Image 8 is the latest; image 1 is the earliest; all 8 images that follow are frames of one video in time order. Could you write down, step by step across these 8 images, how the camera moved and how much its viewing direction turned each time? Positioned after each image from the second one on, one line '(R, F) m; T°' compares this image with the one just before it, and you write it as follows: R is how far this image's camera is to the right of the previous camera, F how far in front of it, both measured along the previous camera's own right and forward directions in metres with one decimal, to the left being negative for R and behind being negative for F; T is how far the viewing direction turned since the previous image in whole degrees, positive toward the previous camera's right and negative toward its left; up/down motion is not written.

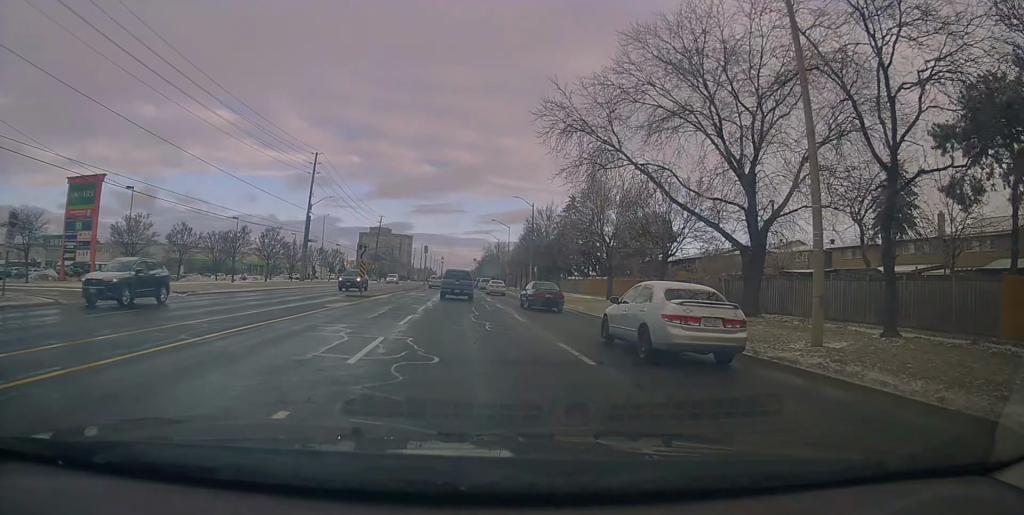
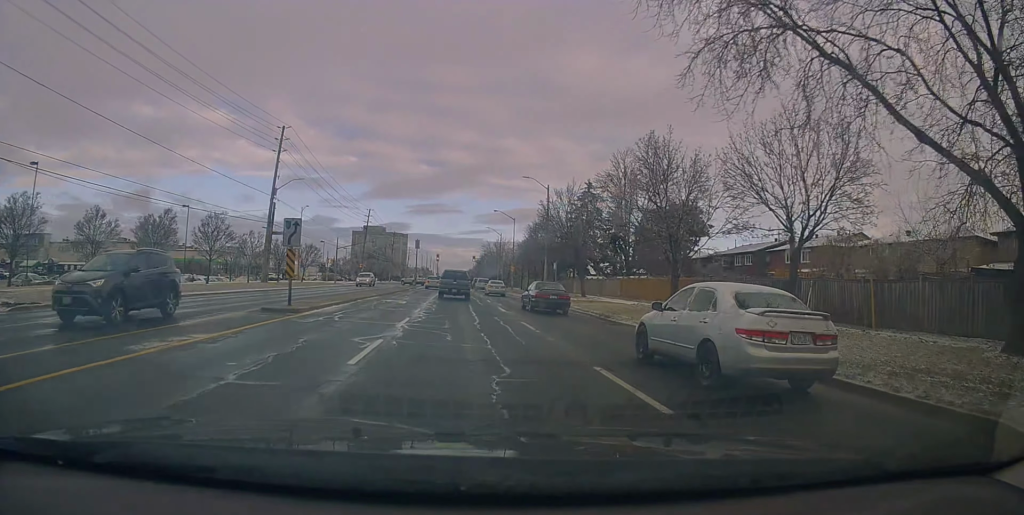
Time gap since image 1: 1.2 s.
(+0.2, +12.3) m; 0°
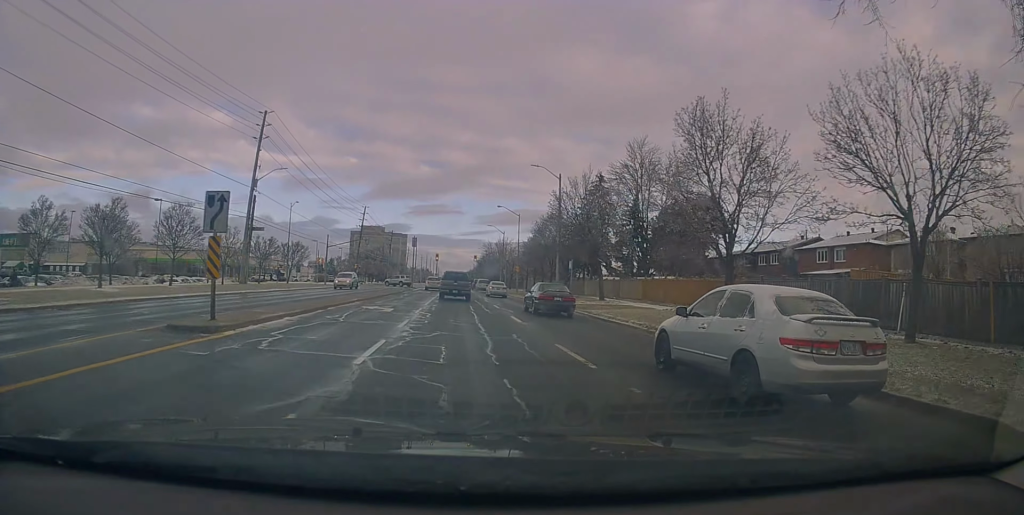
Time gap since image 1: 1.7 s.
(0.0, +5.8) m; 0°
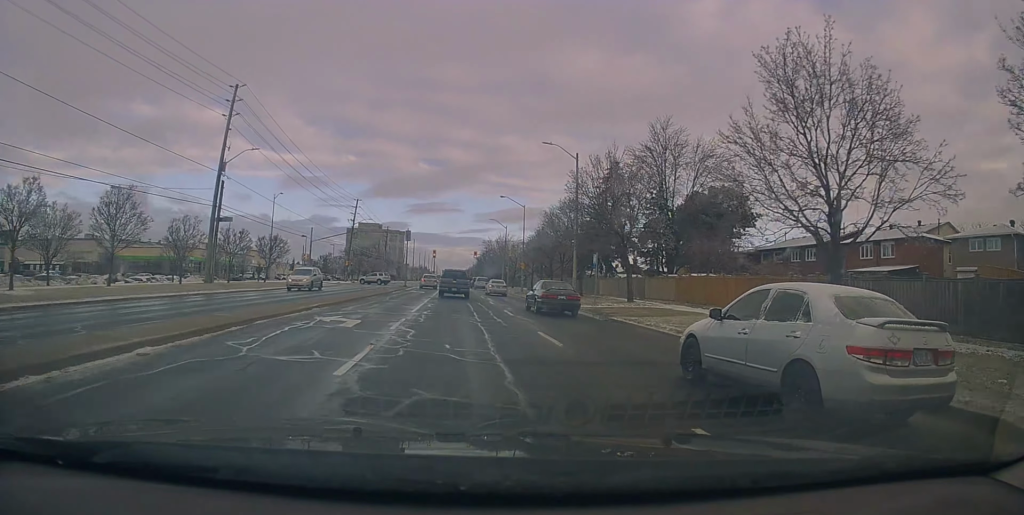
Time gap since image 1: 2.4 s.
(-0.1, +7.1) m; +1°
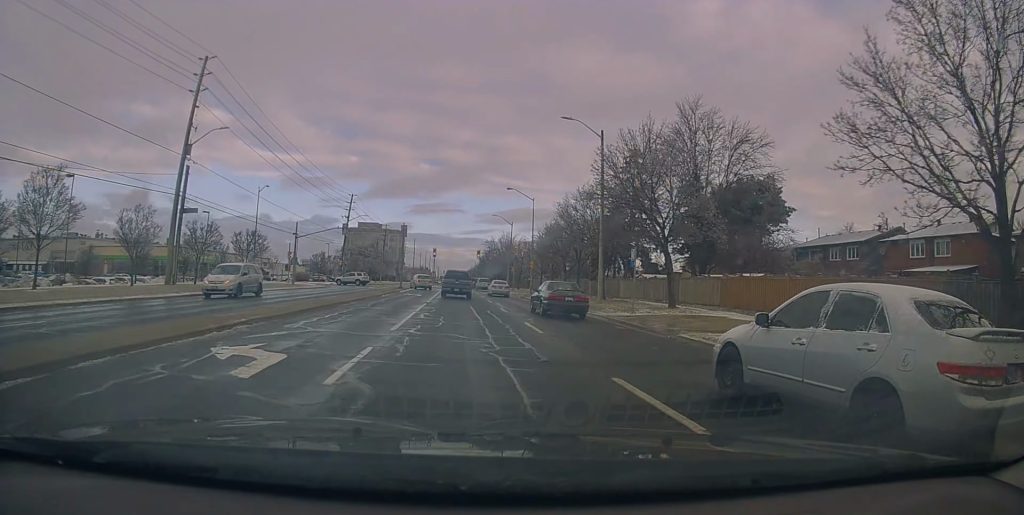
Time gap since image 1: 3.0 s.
(+0.1, +6.6) m; 0°
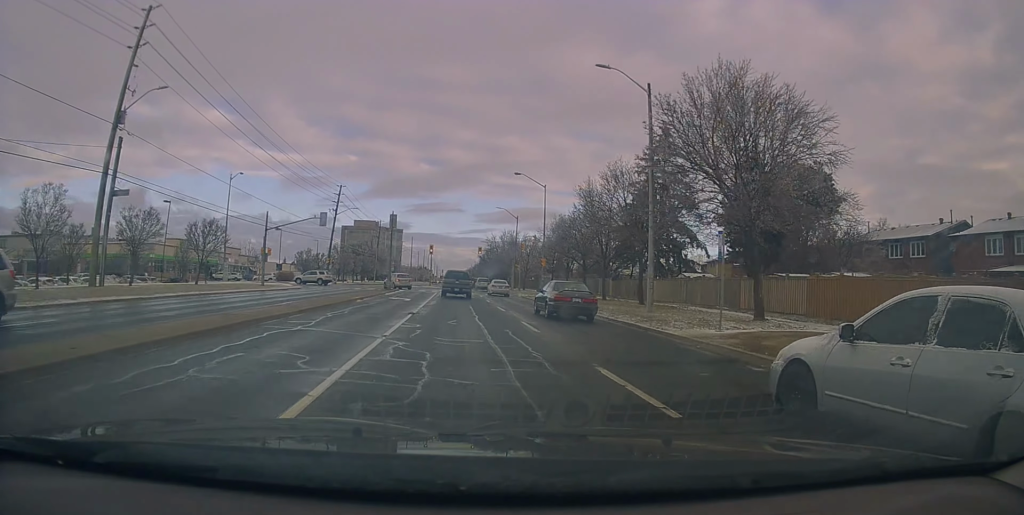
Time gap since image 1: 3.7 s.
(+0.2, +8.4) m; 0°
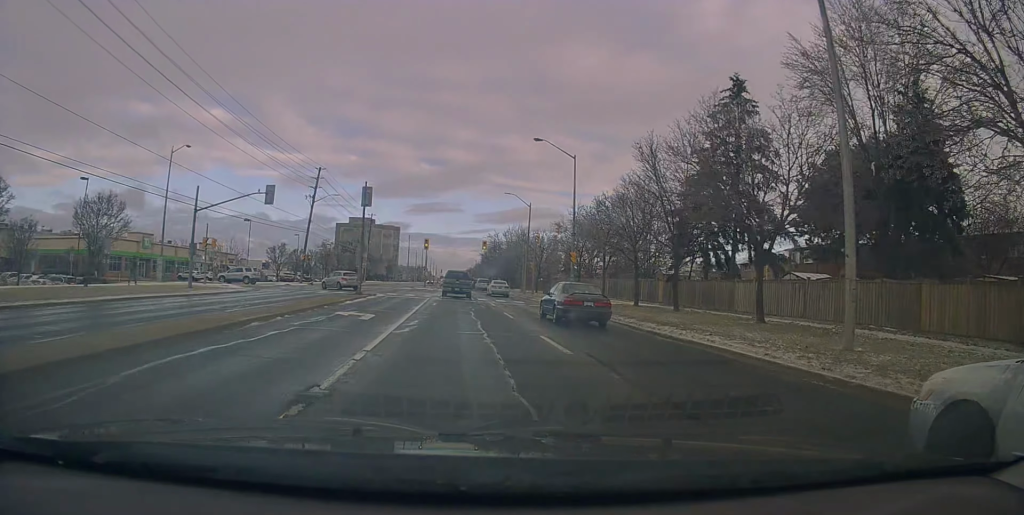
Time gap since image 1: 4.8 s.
(-0.3, +13.4) m; -1°
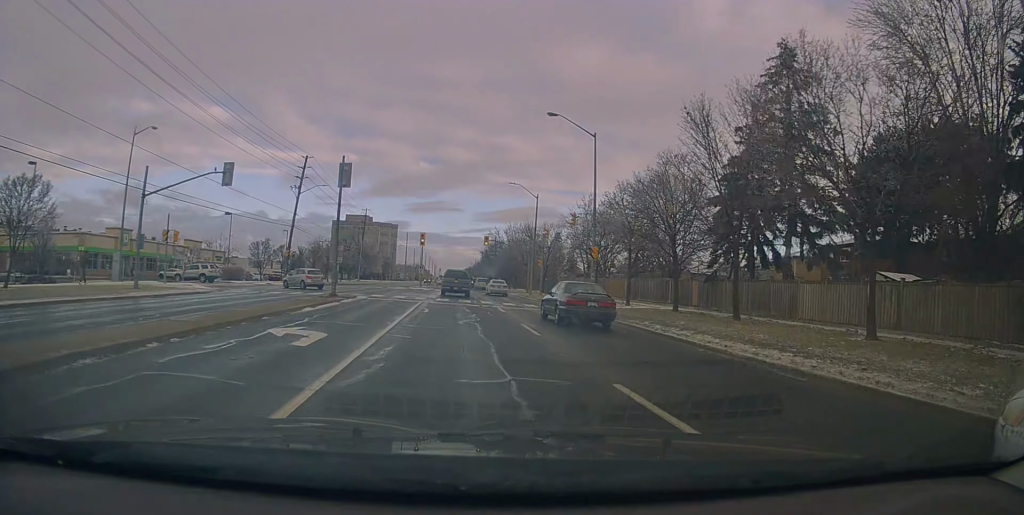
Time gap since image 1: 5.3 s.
(0.0, +6.1) m; 0°
